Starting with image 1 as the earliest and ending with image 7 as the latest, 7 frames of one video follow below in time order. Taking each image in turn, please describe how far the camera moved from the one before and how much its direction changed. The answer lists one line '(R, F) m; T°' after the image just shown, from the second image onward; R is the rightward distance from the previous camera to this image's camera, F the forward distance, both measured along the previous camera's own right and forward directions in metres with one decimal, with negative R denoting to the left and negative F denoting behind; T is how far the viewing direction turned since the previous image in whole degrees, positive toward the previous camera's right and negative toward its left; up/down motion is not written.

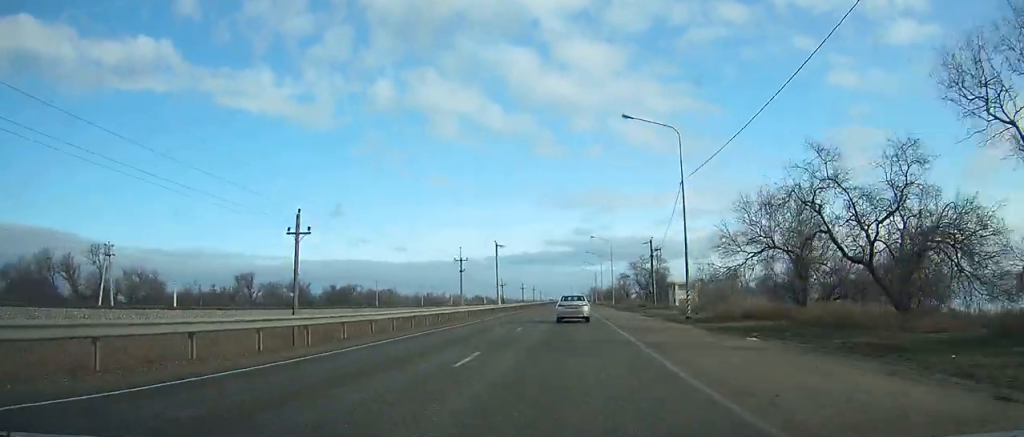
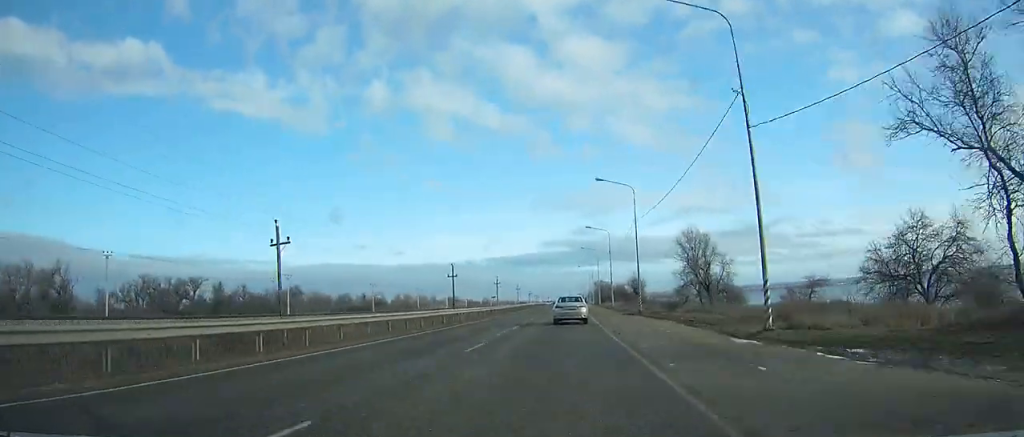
(+0.1, +82.5) m; 0°
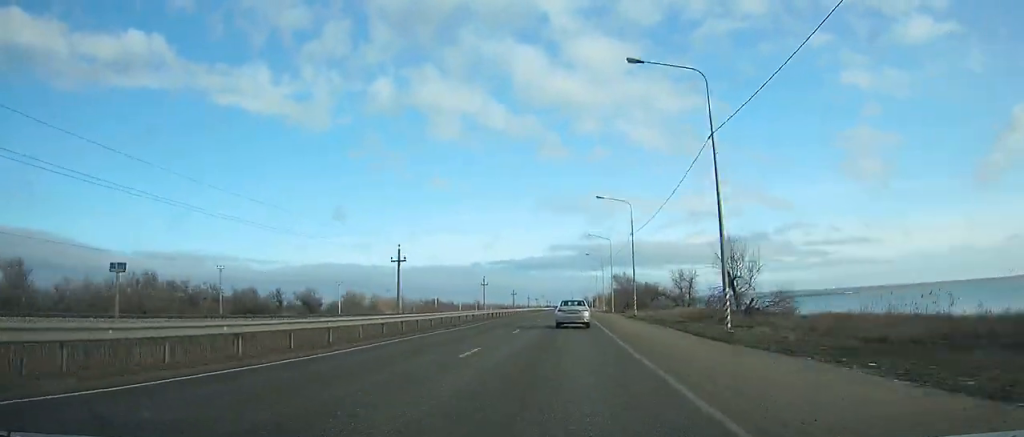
(0.0, +61.1) m; 0°
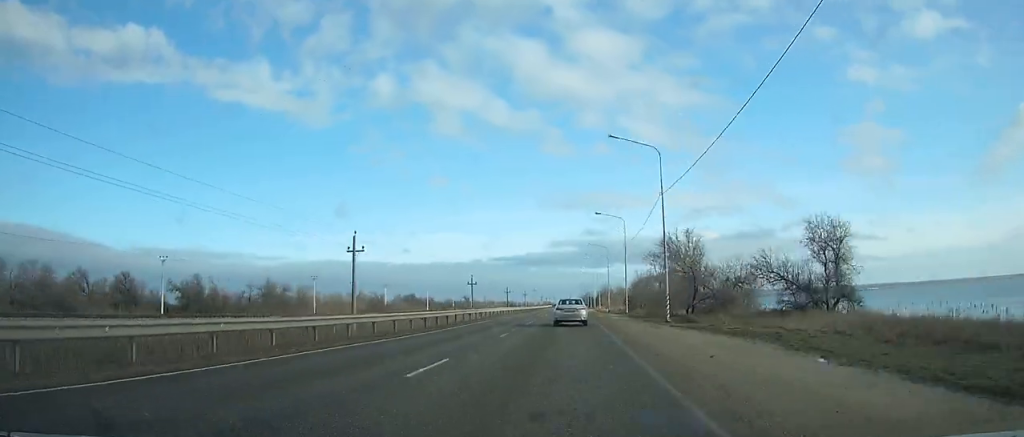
(-0.2, +52.3) m; 0°
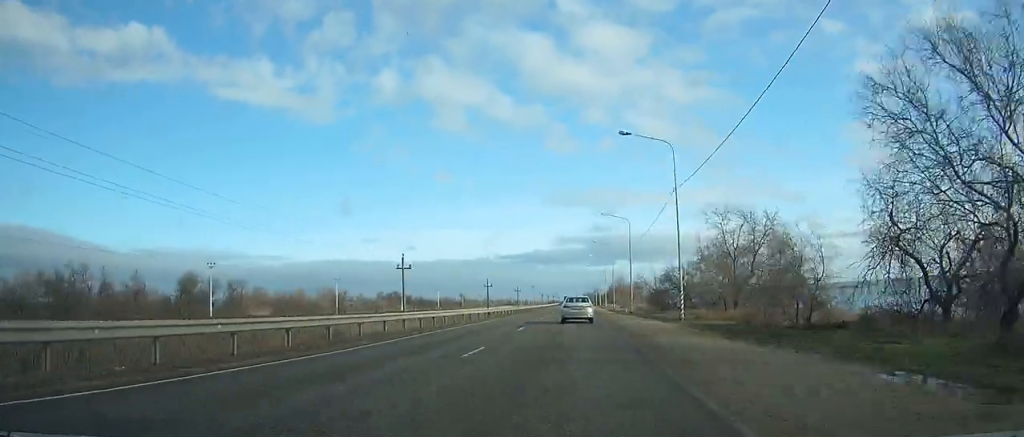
(-0.1, +32.6) m; 0°
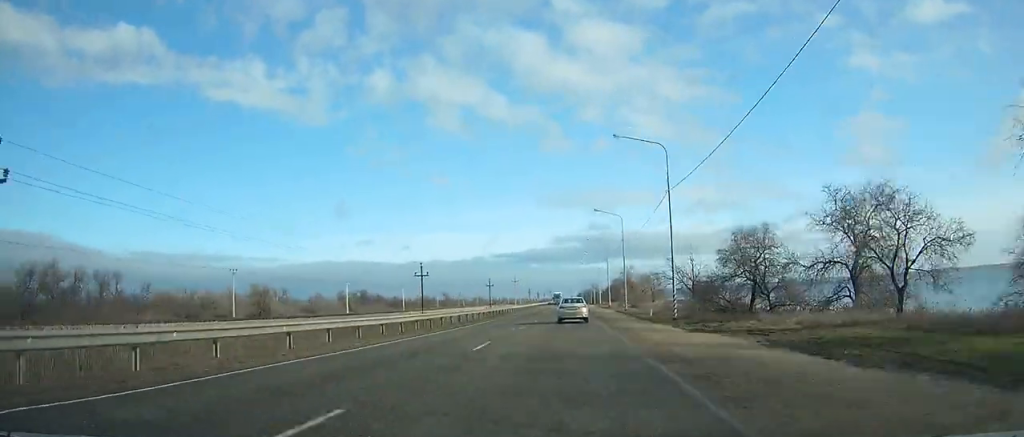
(0.0, +34.8) m; 0°
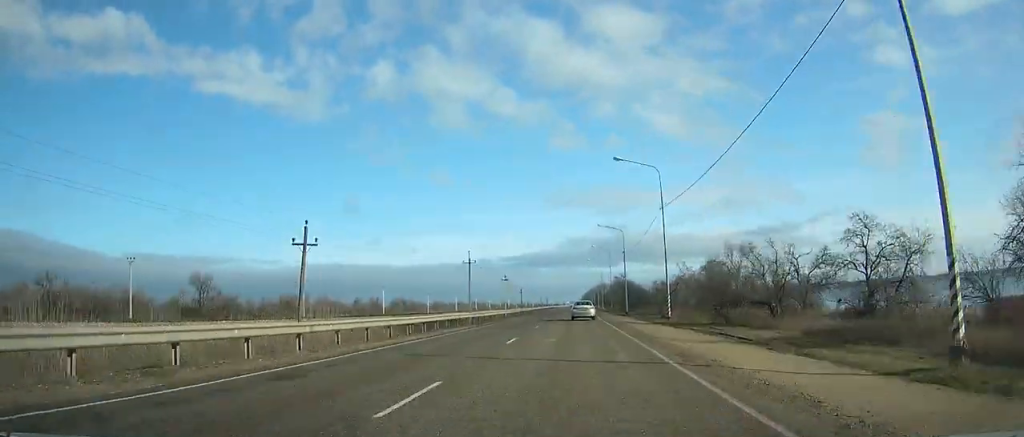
(+0.1, +225.8) m; -1°
